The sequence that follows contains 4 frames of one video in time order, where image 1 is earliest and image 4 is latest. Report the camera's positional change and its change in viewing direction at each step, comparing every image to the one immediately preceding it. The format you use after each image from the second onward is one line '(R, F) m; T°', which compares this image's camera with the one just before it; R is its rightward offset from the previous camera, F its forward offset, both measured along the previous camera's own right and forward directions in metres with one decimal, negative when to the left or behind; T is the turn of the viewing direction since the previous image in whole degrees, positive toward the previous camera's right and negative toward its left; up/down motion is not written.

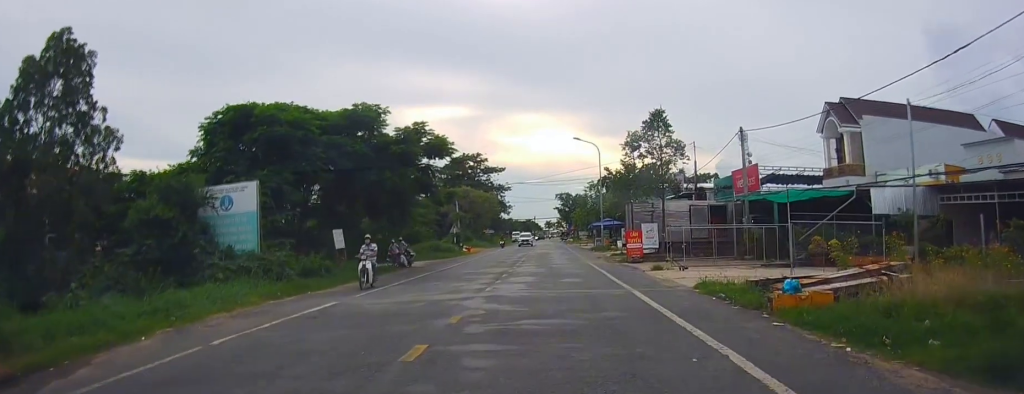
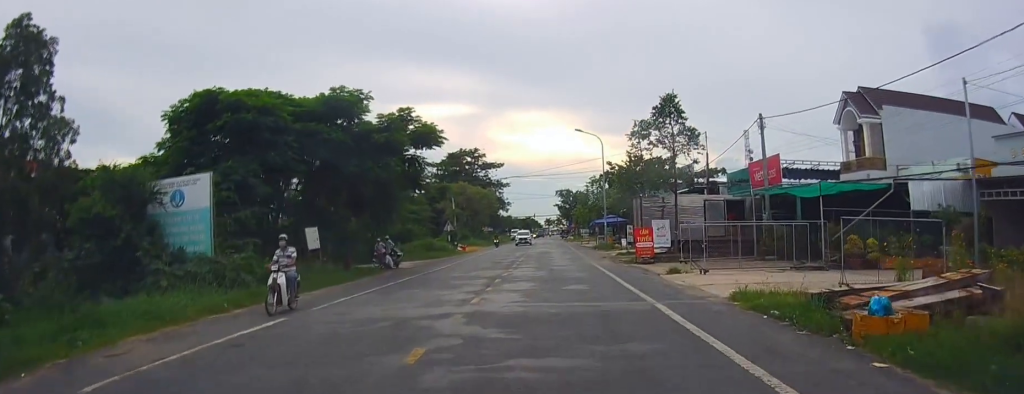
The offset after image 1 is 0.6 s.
(-0.1, +3.2) m; 0°
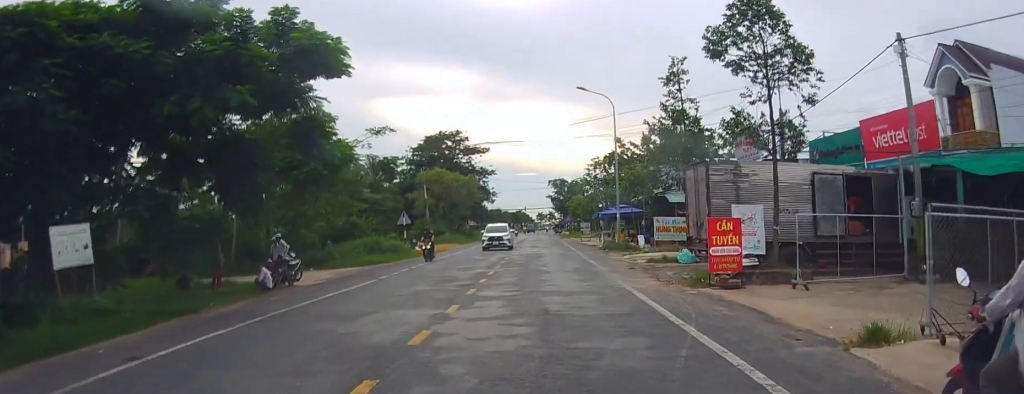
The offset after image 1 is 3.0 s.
(+0.5, +14.3) m; +5°
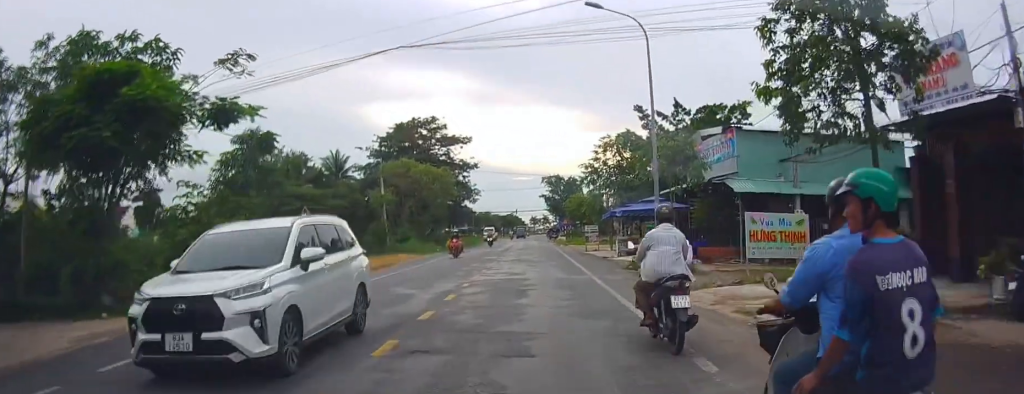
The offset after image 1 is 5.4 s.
(+0.4, +15.8) m; +1°
